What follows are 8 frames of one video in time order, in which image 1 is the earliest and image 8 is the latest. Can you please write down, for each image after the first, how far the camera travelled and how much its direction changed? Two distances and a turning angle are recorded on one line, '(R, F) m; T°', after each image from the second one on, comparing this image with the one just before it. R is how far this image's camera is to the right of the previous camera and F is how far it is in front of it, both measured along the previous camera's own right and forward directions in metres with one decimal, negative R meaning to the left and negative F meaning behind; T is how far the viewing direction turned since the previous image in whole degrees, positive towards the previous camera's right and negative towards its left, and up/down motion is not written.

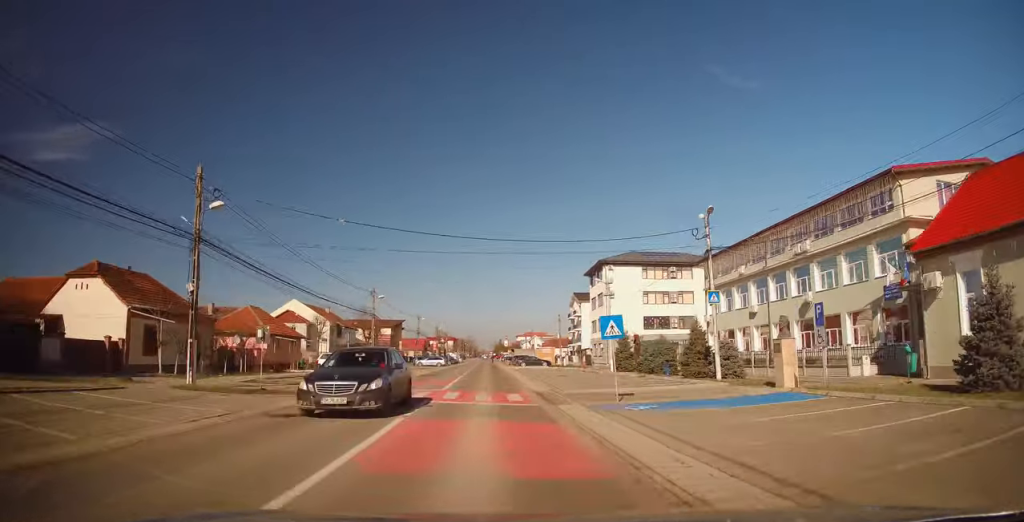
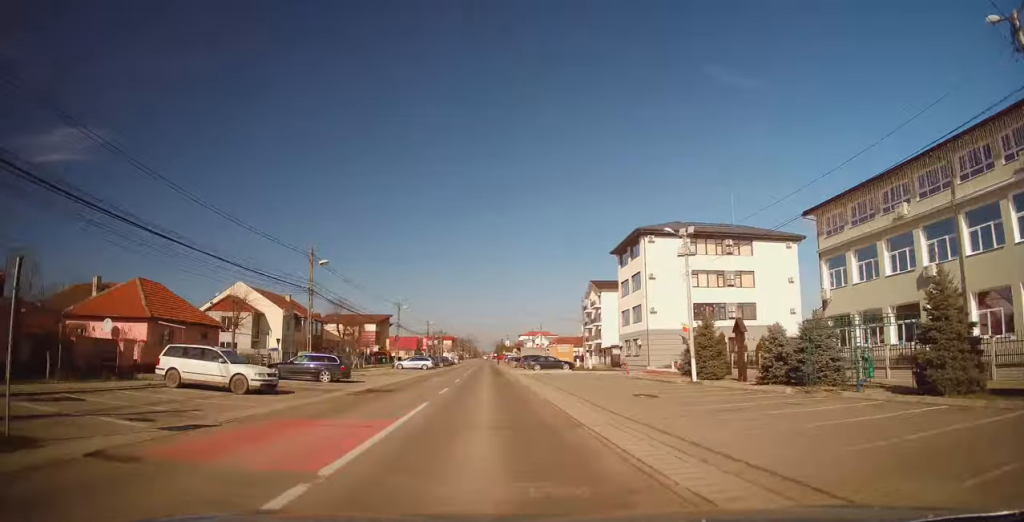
(-0.3, +19.1) m; 0°
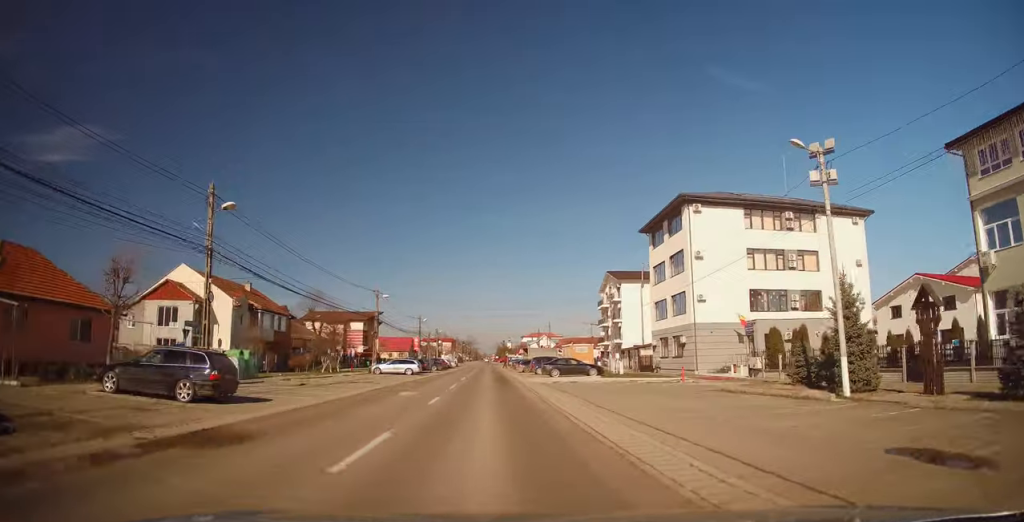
(+0.1, +13.1) m; 0°
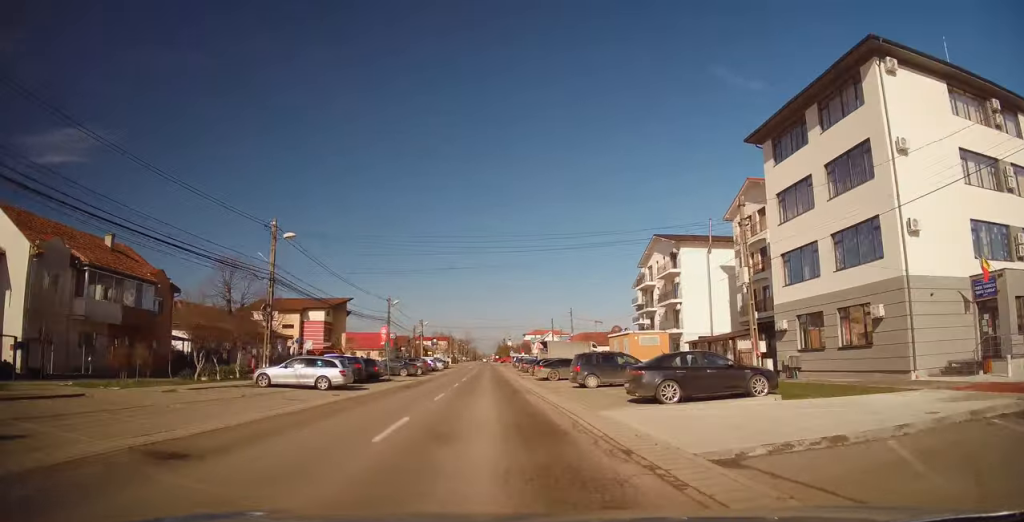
(-0.2, +24.7) m; -1°
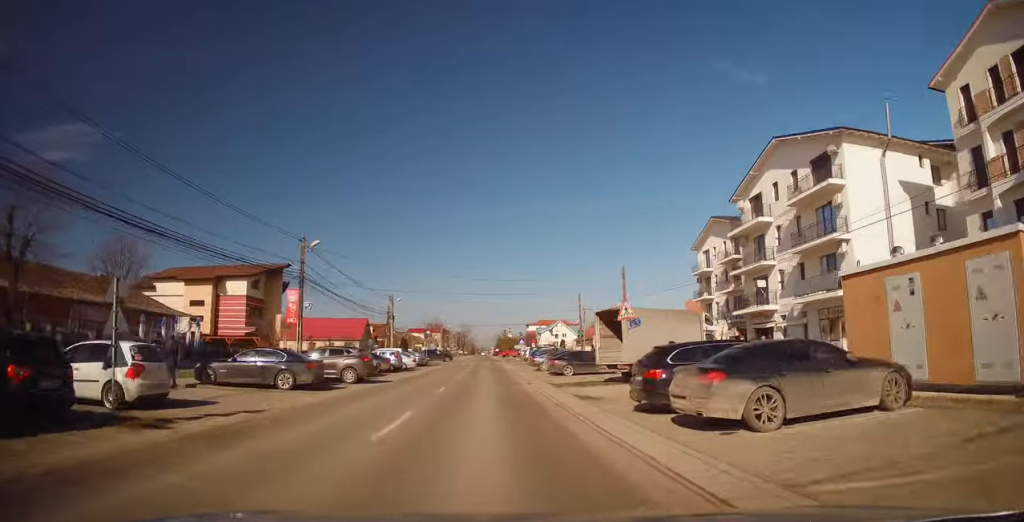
(+0.2, +26.7) m; +1°
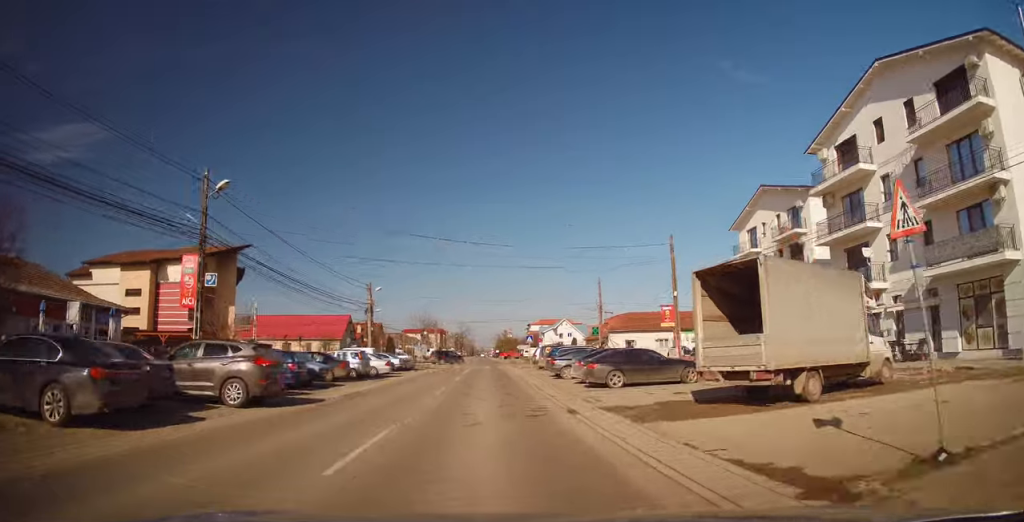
(0.0, +11.5) m; 0°
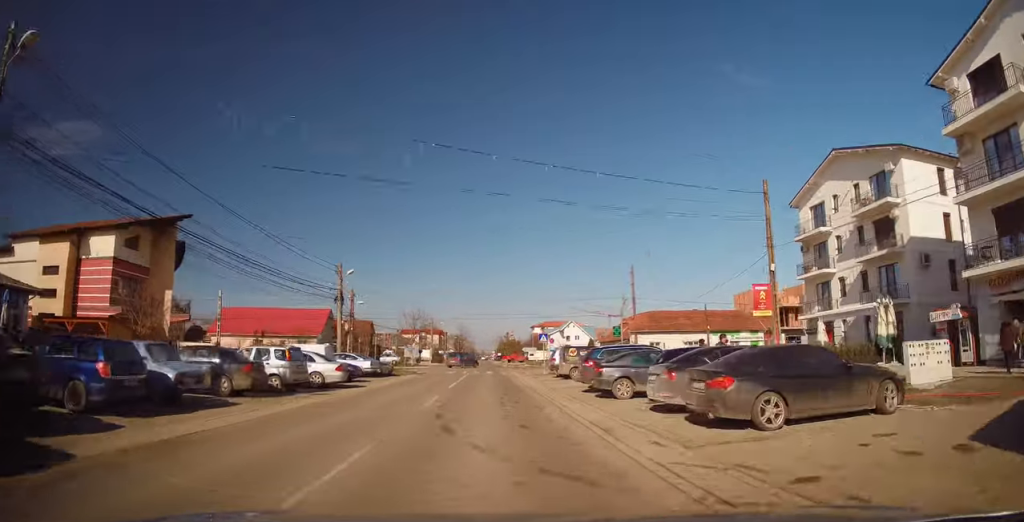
(+0.1, +11.2) m; 0°
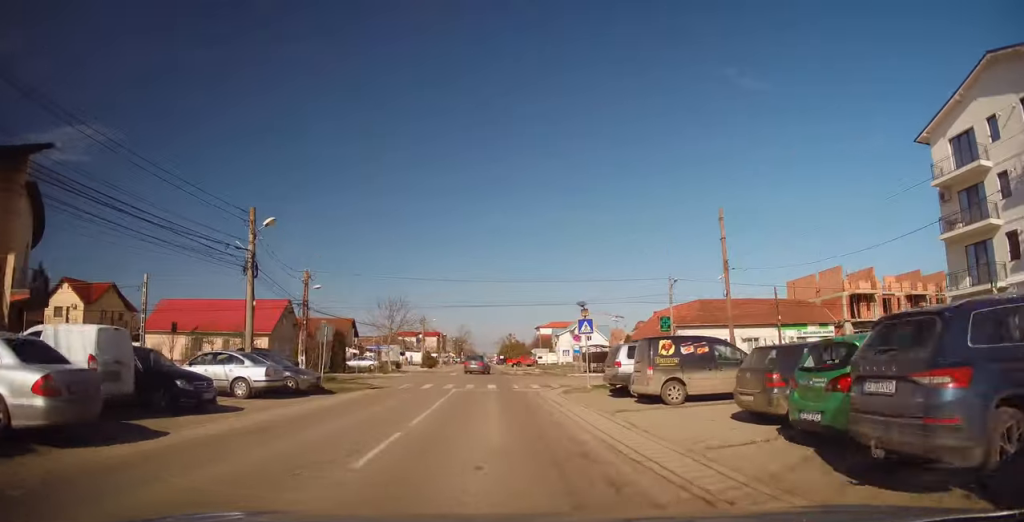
(0.0, +15.9) m; -1°
